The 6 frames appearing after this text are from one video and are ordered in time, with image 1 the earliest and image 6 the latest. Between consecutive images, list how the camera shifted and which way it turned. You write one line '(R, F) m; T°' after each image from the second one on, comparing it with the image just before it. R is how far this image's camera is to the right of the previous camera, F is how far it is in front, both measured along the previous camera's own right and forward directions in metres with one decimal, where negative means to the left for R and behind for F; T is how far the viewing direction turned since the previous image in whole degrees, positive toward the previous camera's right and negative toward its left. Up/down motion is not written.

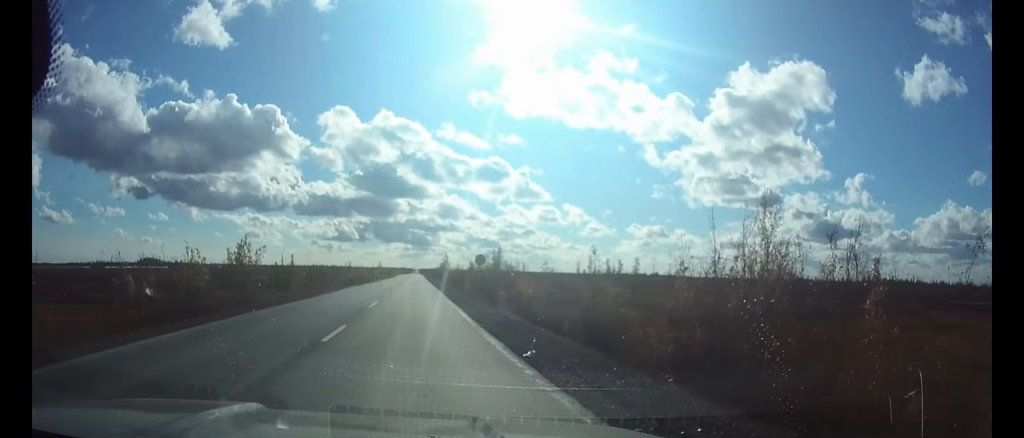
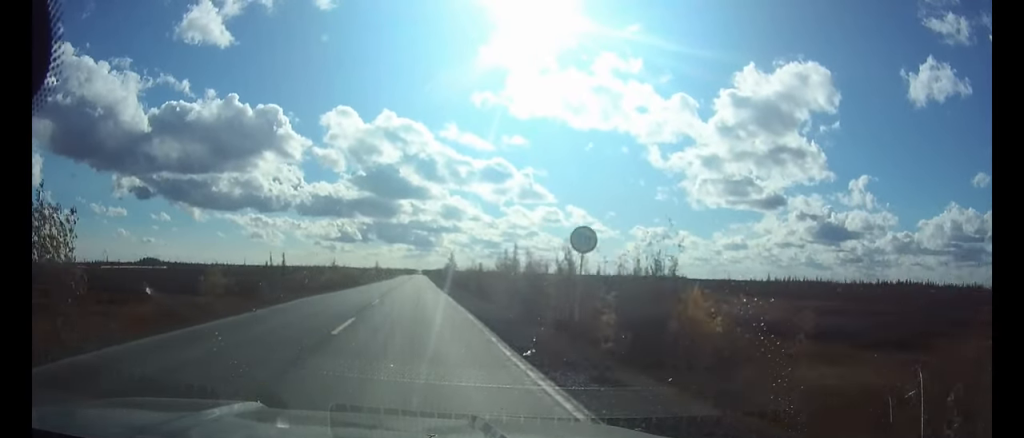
(0.0, +22.1) m; 0°
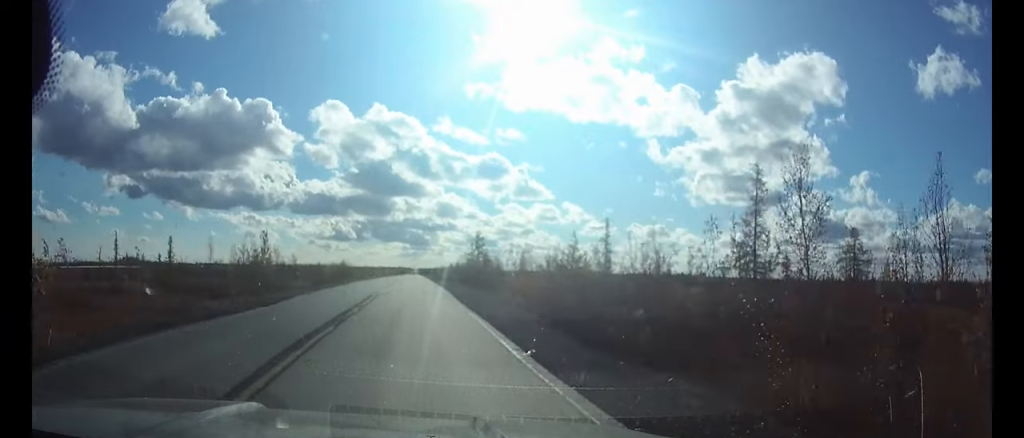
(+0.3, +109.4) m; 0°
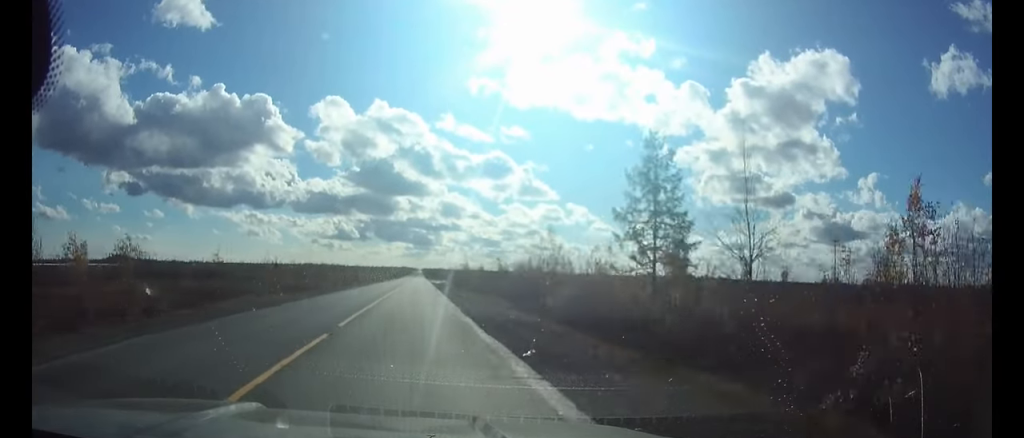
(-0.3, +85.3) m; 0°
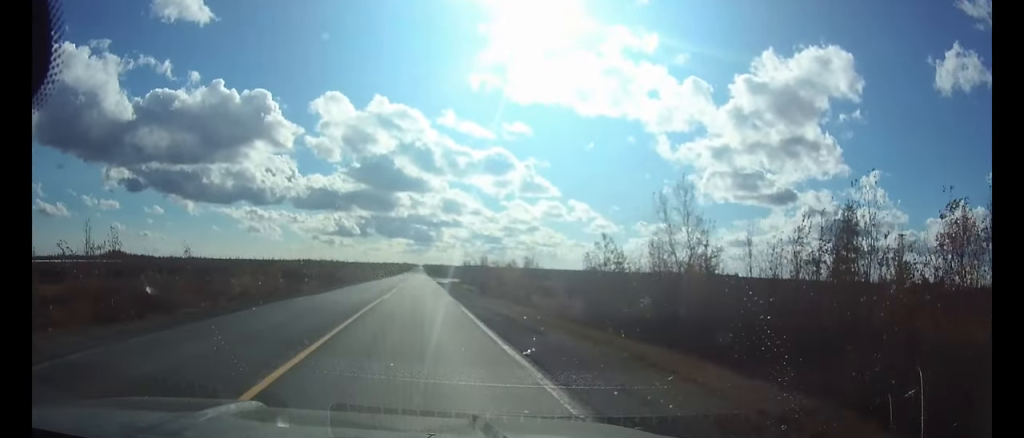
(0.0, +25.4) m; 0°
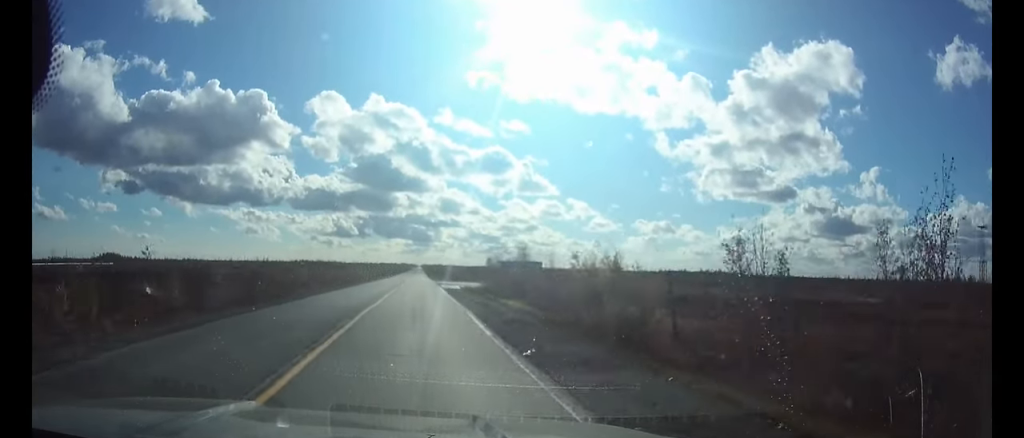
(0.0, +28.7) m; 0°
